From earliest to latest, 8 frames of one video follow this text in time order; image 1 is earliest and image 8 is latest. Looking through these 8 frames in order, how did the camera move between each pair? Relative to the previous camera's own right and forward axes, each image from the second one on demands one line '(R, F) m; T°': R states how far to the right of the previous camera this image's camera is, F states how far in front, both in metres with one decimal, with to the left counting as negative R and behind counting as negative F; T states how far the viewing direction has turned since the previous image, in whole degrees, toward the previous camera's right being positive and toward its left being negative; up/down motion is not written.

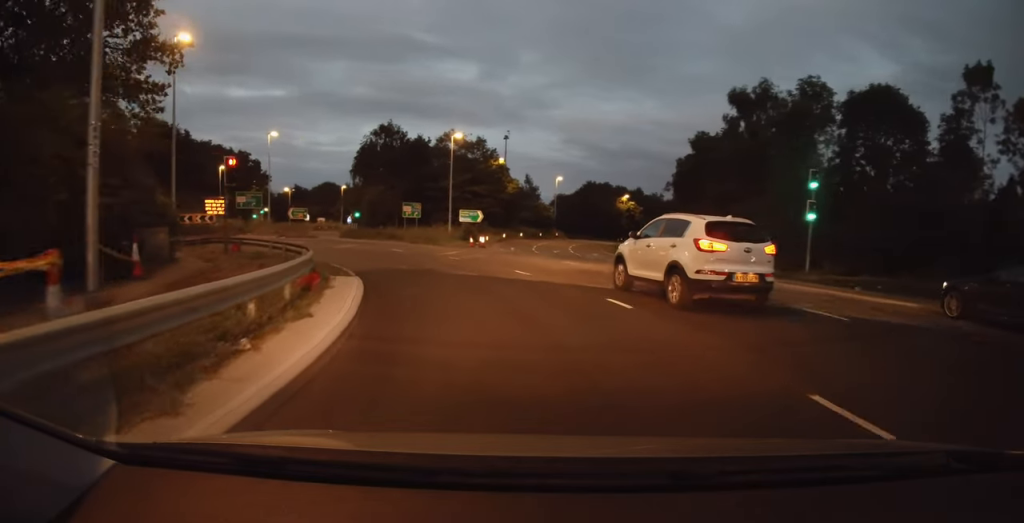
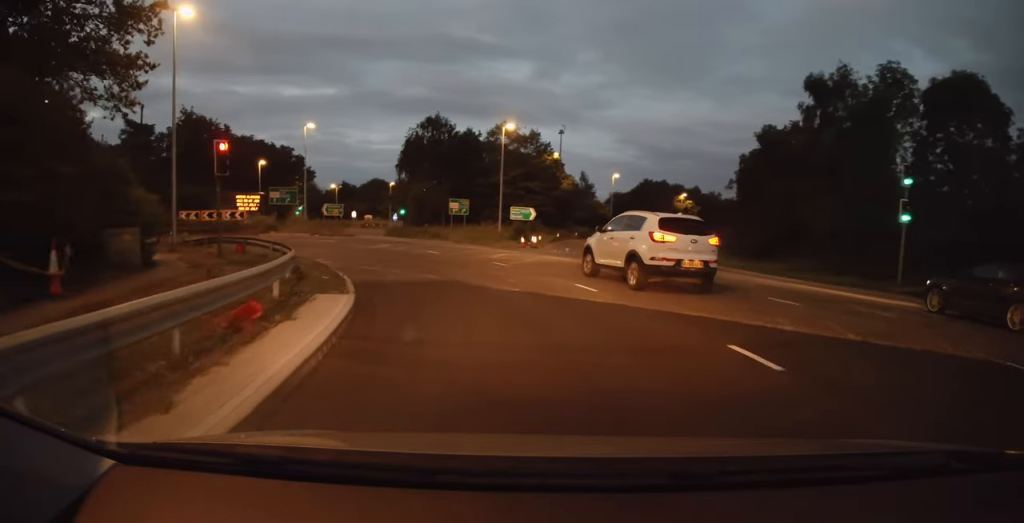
(-0.2, +3.8) m; -5°
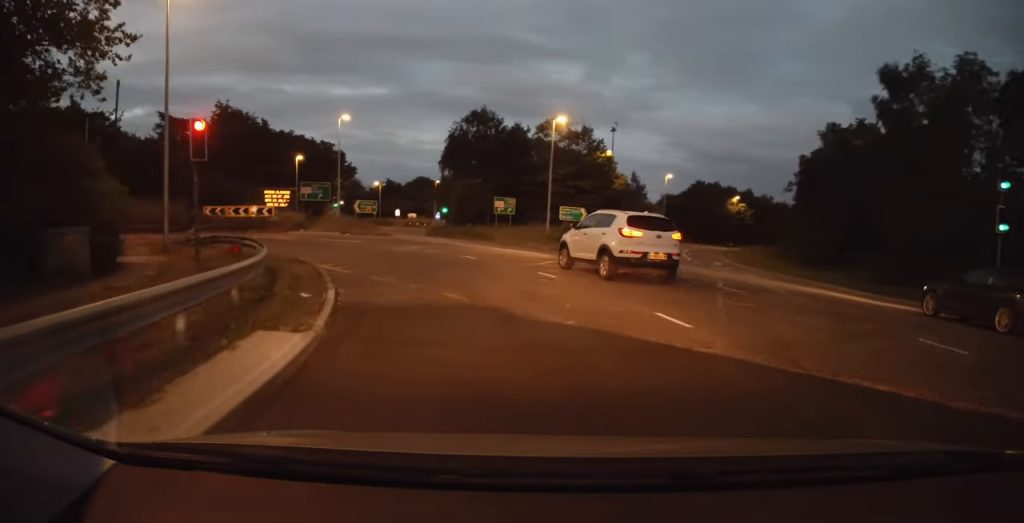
(-0.1, +3.3) m; -3°
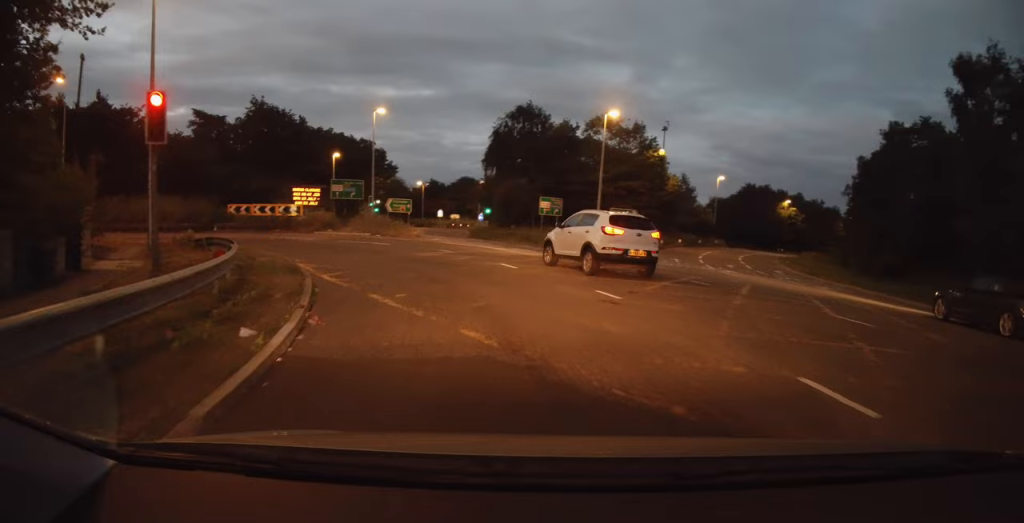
(-0.1, +3.4) m; -4°
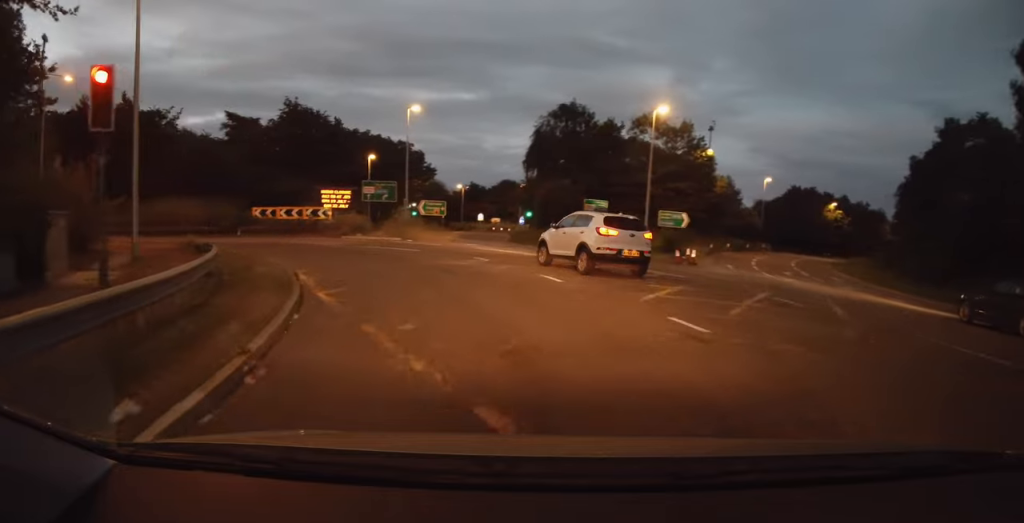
(+0.2, +2.5) m; -3°
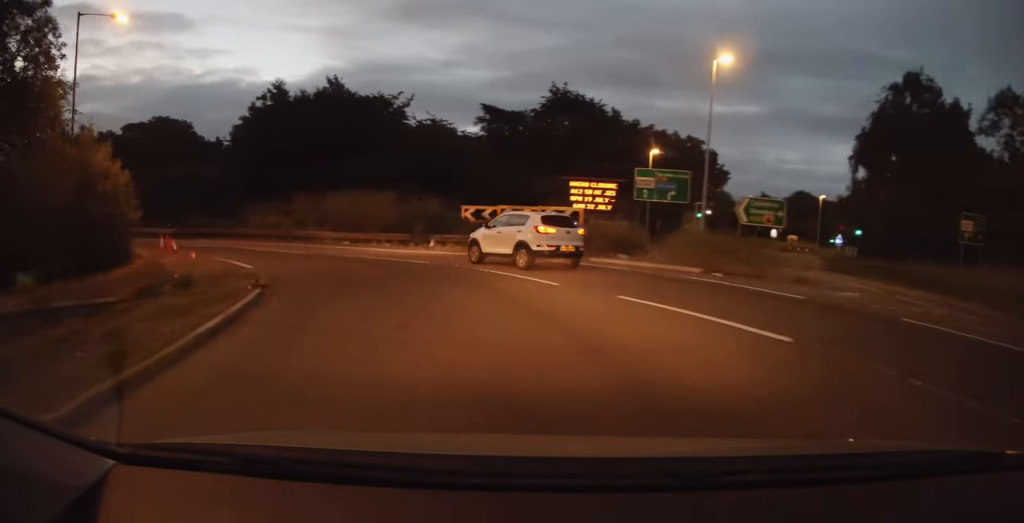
(-4.2, +15.4) m; -32°
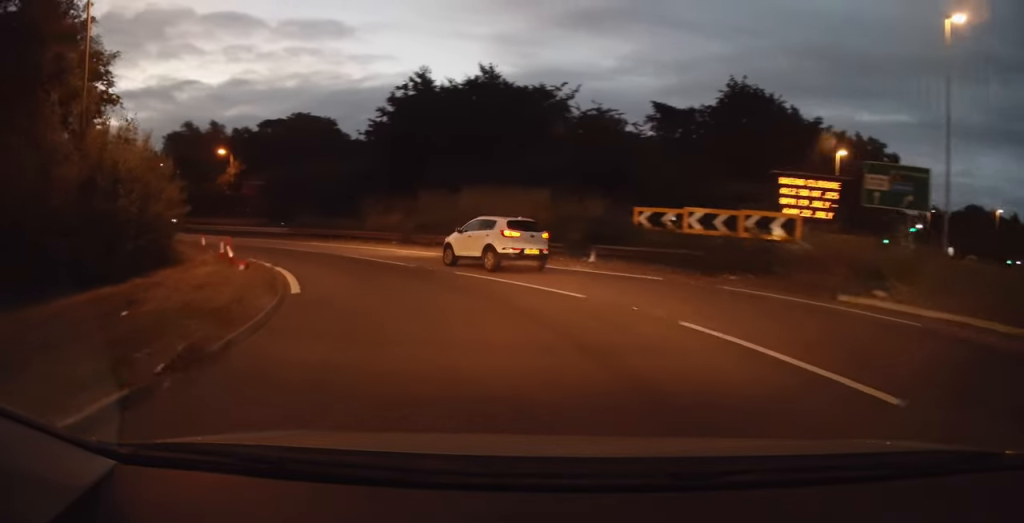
(-1.0, +7.3) m; -14°
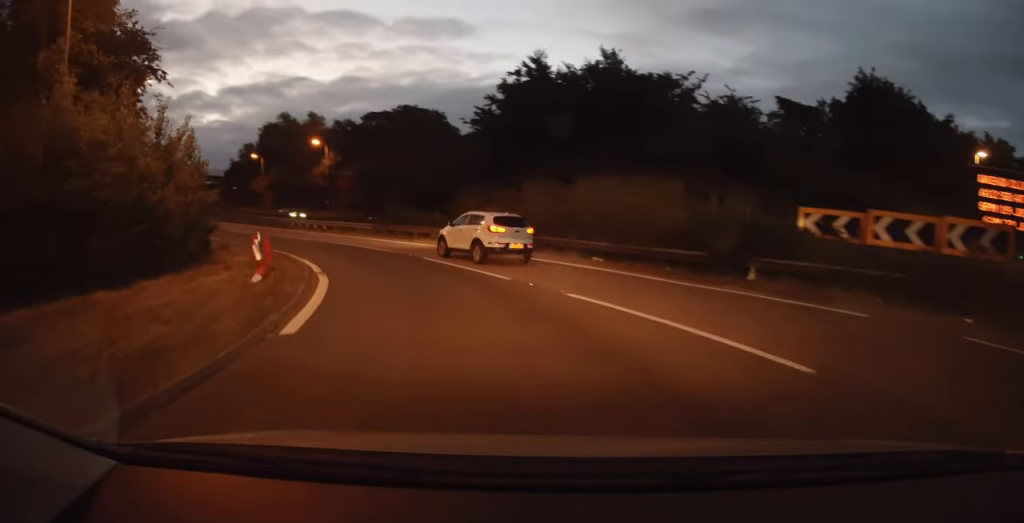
(-0.3, +5.2) m; -11°
